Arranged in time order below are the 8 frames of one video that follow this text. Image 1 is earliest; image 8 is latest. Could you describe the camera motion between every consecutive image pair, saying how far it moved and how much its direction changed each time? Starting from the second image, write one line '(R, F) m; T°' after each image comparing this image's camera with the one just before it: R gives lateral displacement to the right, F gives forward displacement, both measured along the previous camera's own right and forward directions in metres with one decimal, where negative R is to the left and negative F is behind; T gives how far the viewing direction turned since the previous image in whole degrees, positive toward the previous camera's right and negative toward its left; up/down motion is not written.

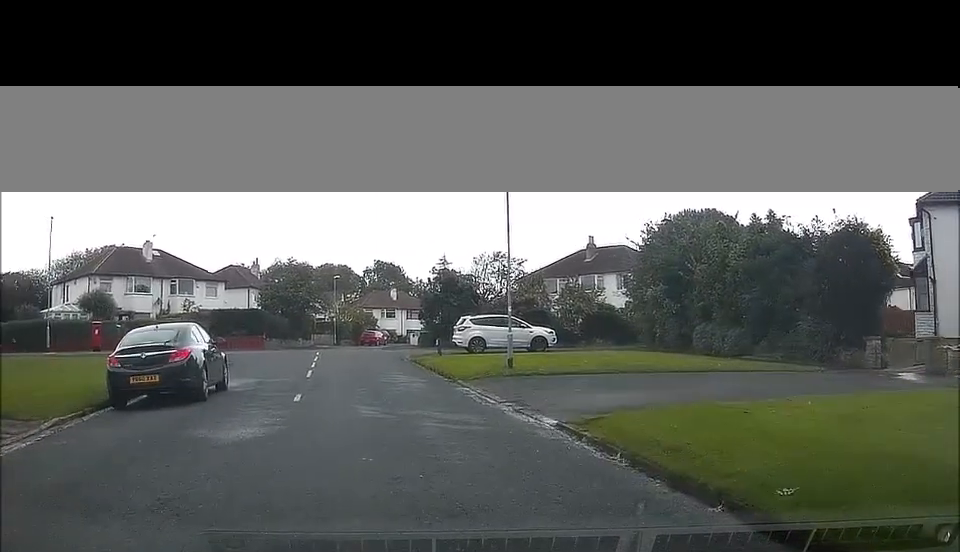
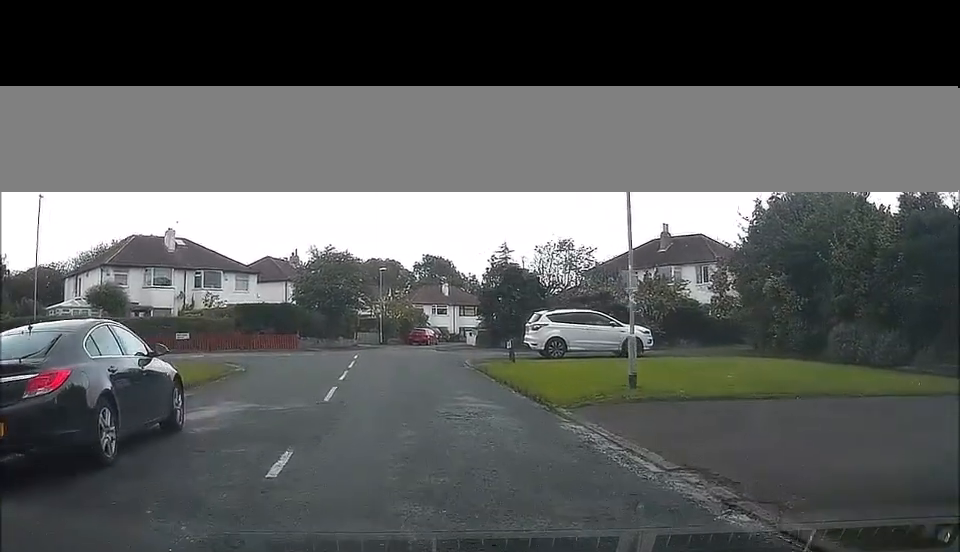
(0.0, +6.9) m; -1°
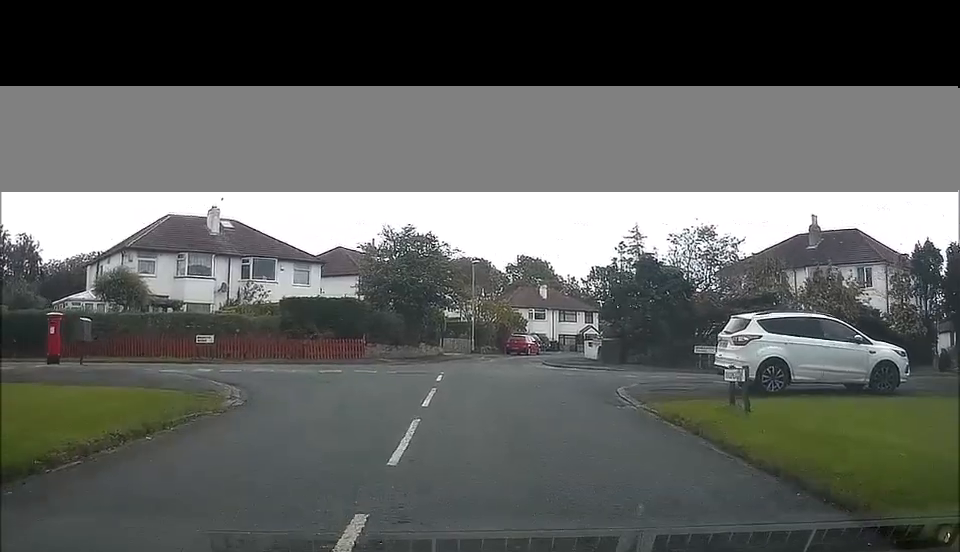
(-0.4, +8.0) m; -6°
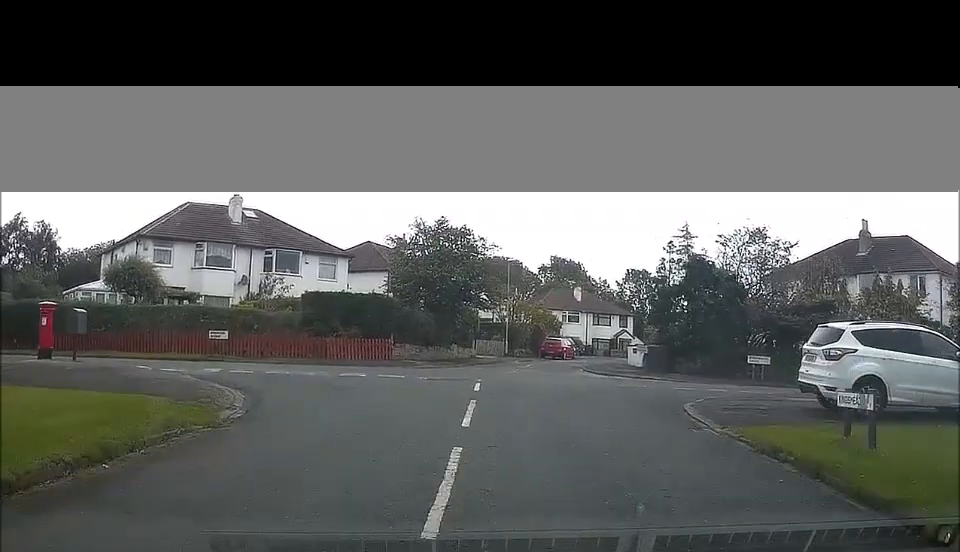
(-0.1, +2.6) m; -2°
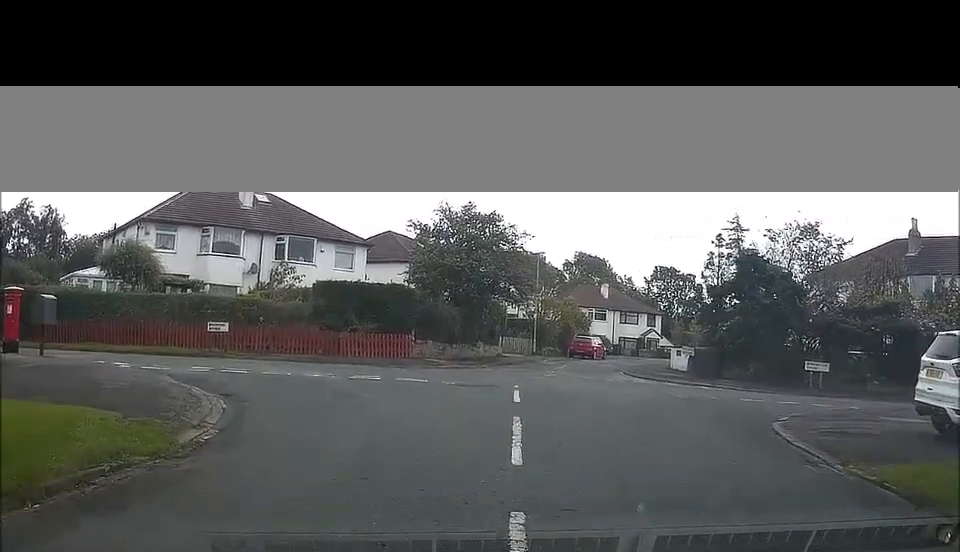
(-0.1, +3.0) m; -2°
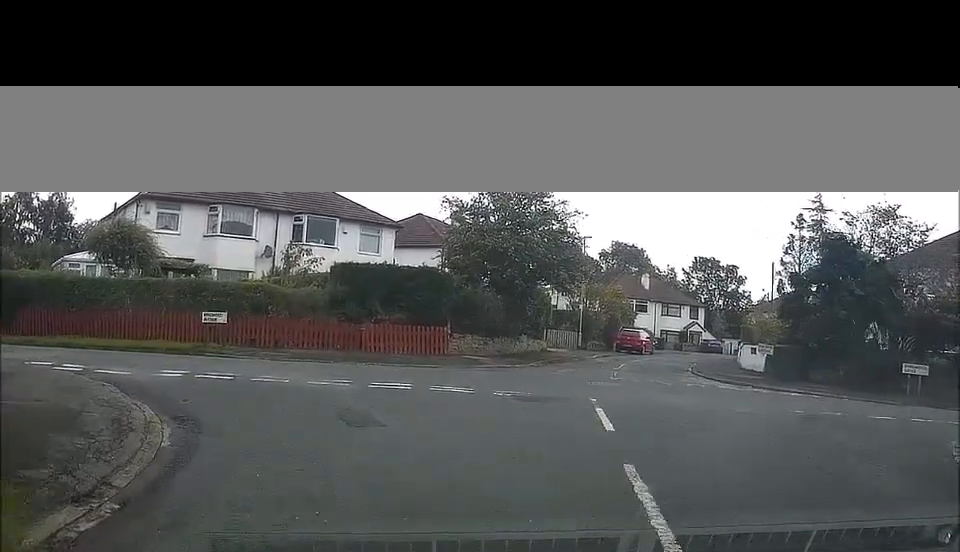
(-0.1, +4.2) m; -1°
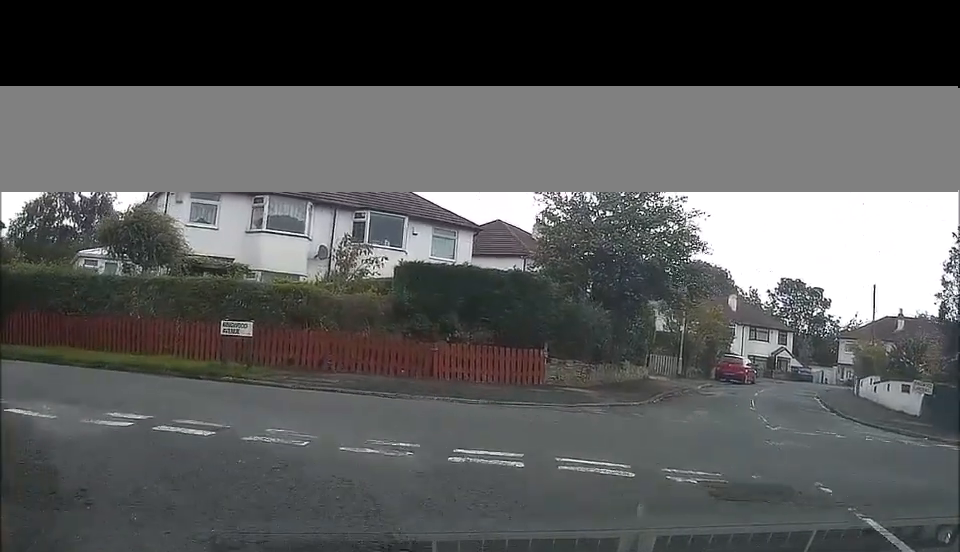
(0.0, +5.7) m; -3°
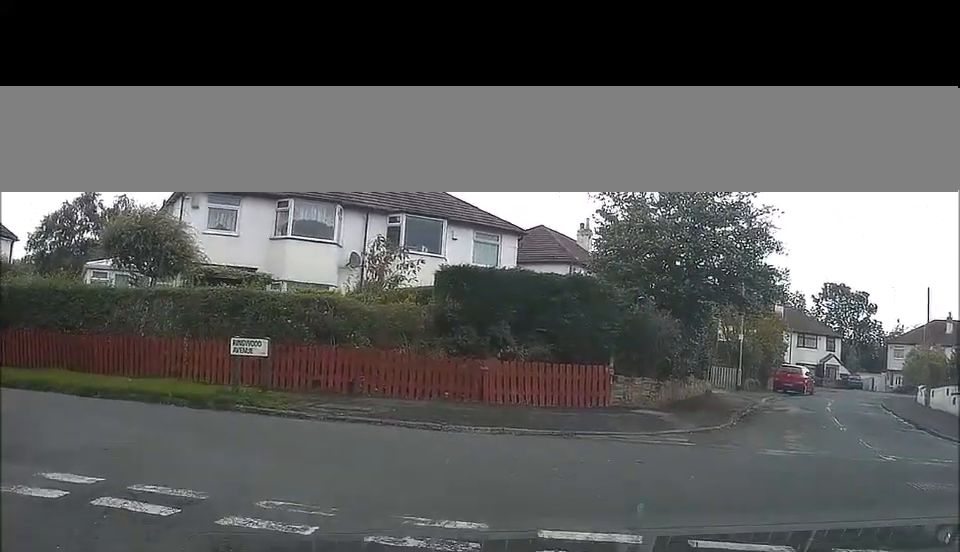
(-0.1, +4.1) m; -5°
